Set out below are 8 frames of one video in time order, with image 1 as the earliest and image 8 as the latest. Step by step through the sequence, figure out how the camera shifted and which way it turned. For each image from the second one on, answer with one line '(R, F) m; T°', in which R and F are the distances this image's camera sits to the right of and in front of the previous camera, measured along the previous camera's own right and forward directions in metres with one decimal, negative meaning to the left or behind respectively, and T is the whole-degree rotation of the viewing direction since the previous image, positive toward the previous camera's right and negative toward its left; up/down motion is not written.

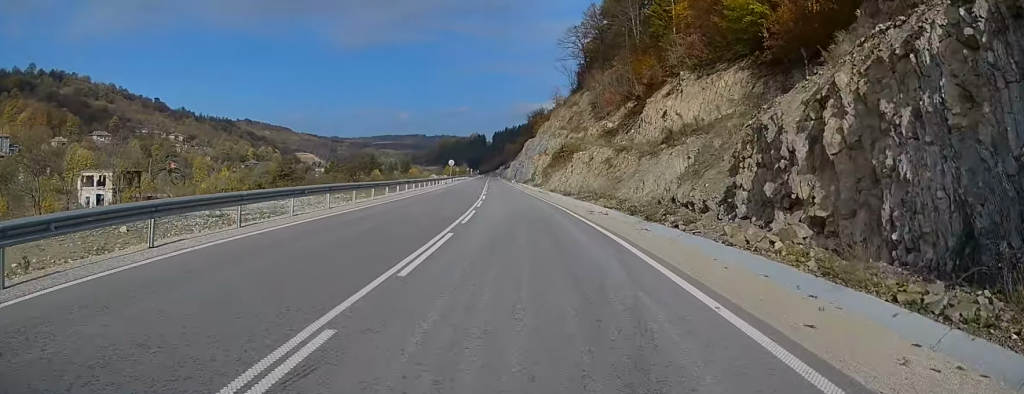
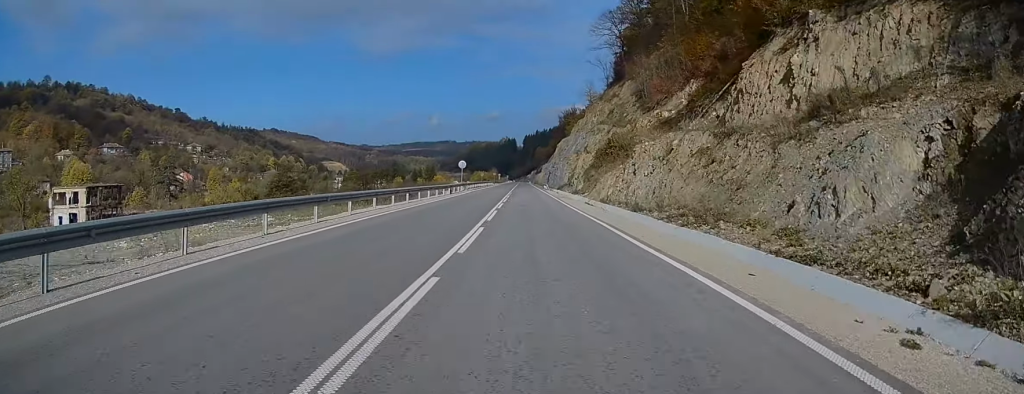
(-0.7, +24.4) m; -3°
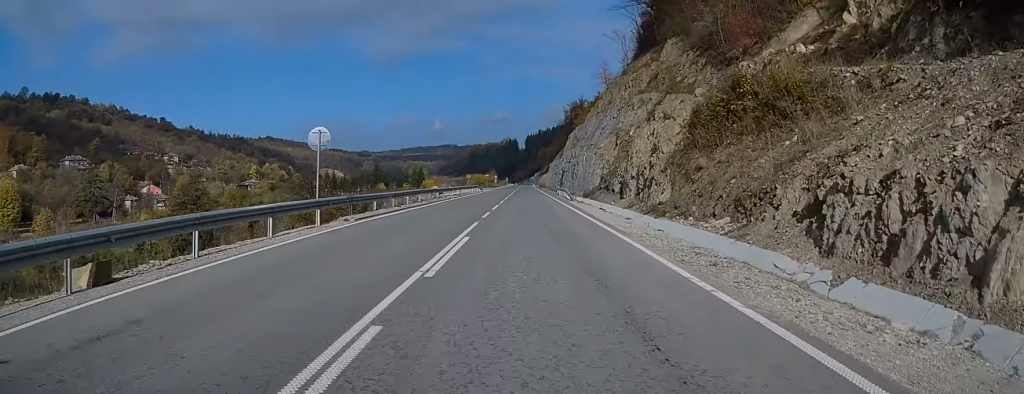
(-1.4, +49.8) m; -2°
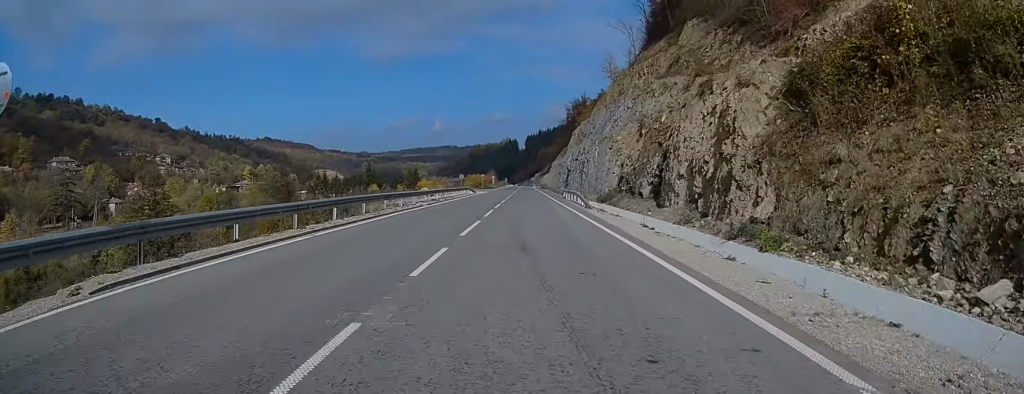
(-0.1, +14.5) m; 0°
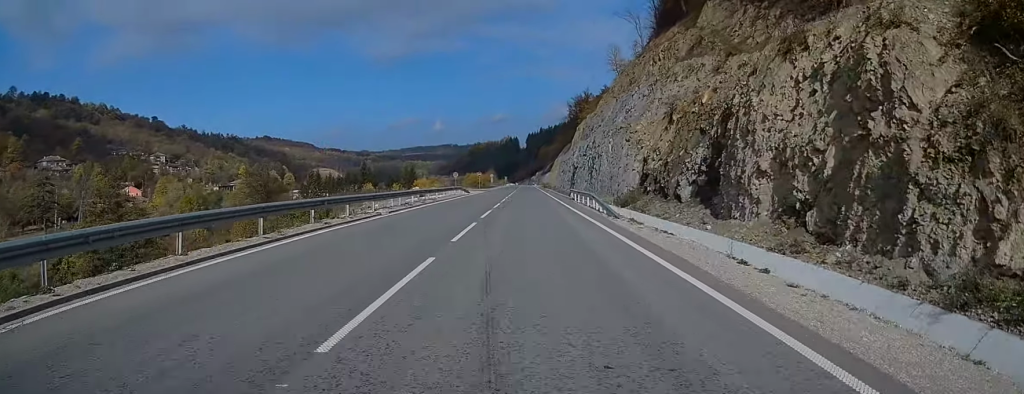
(0.0, +10.9) m; 0°
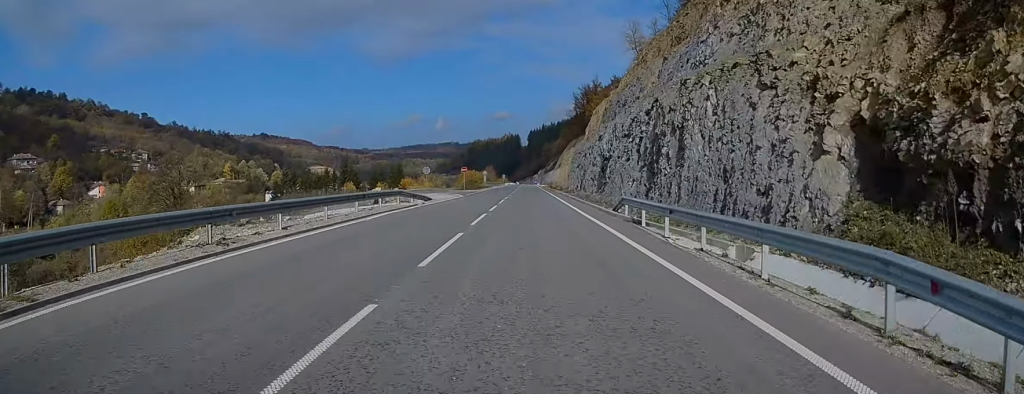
(+0.2, +31.4) m; 0°
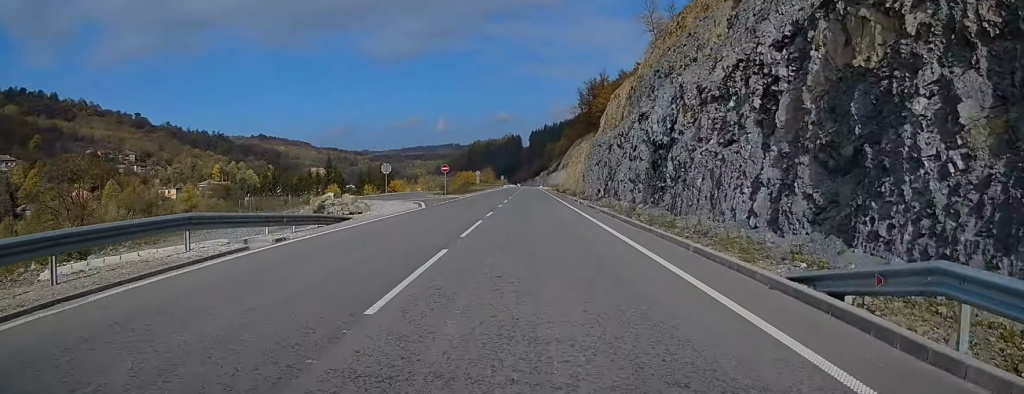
(0.0, +20.9) m; 0°
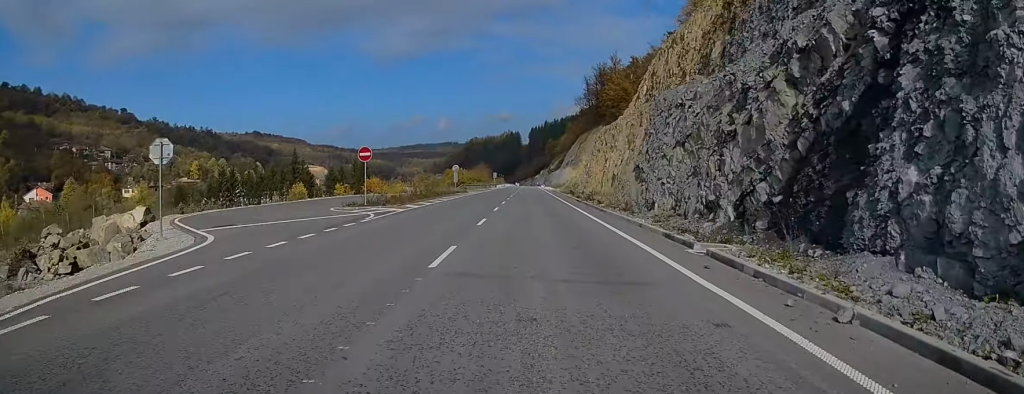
(-0.1, +32.2) m; 0°
